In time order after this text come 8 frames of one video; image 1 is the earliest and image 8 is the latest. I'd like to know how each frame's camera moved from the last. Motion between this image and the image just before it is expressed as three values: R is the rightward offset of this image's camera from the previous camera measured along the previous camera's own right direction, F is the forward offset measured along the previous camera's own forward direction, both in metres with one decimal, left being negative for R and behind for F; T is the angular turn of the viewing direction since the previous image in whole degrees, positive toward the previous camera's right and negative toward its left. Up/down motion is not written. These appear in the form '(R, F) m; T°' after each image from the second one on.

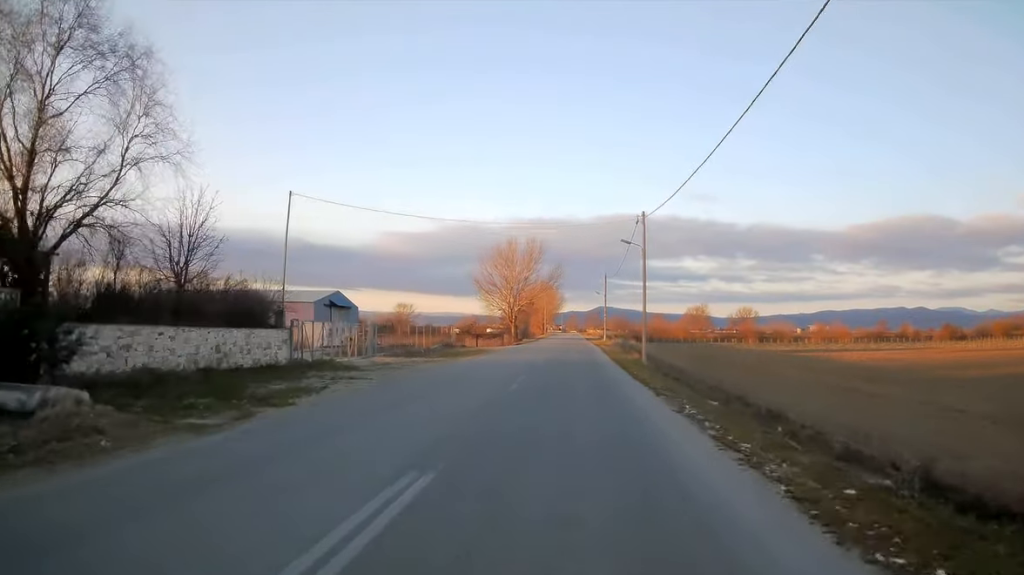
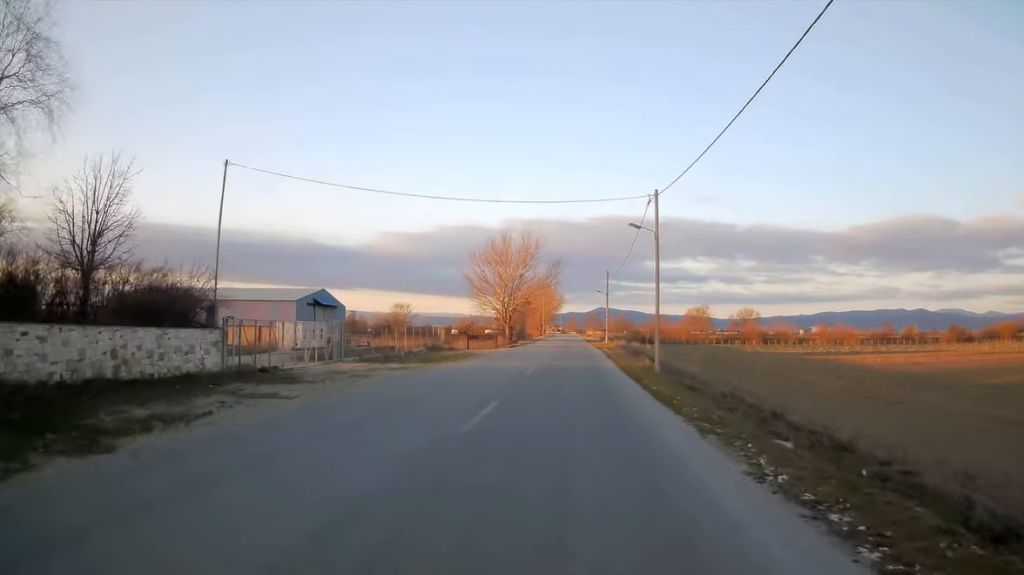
(0.0, +5.9) m; 0°
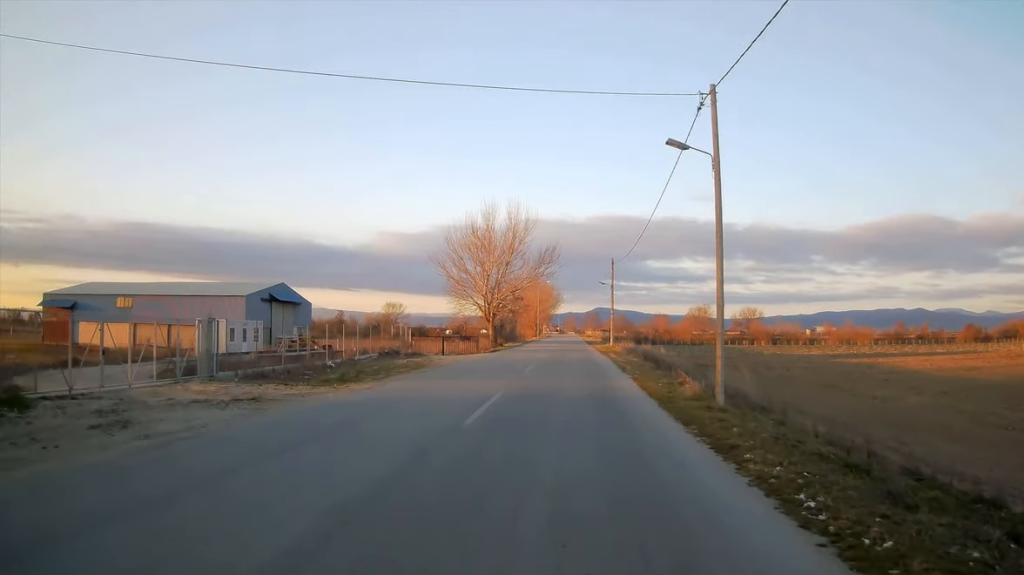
(-0.1, +13.5) m; 0°
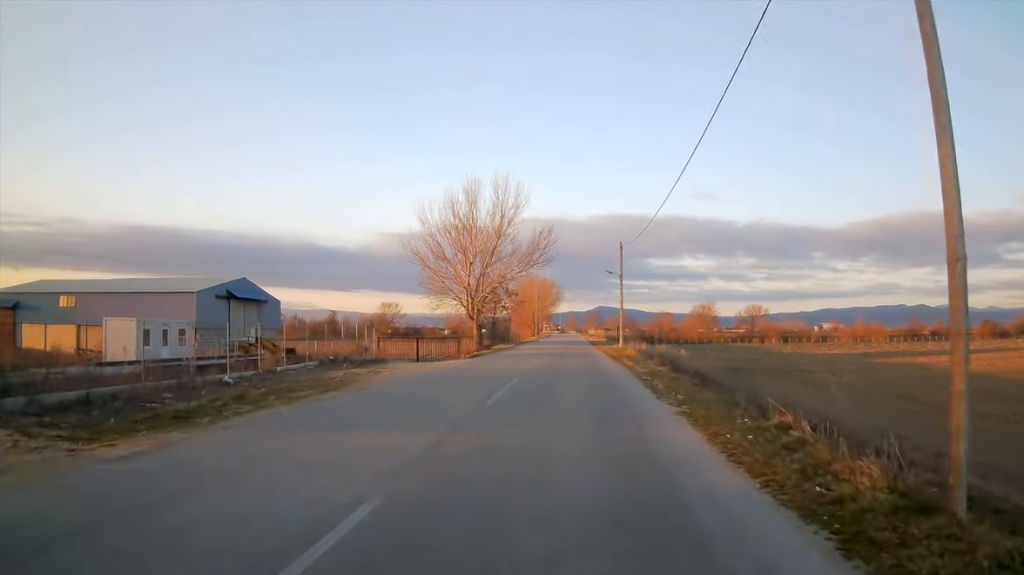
(0.0, +10.5) m; -1°
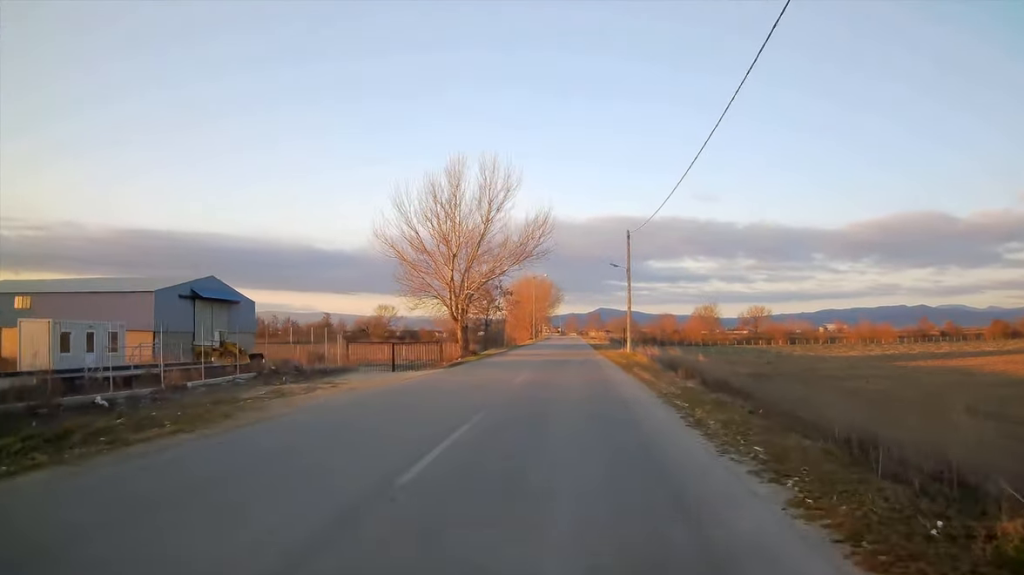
(-0.2, +6.7) m; 0°
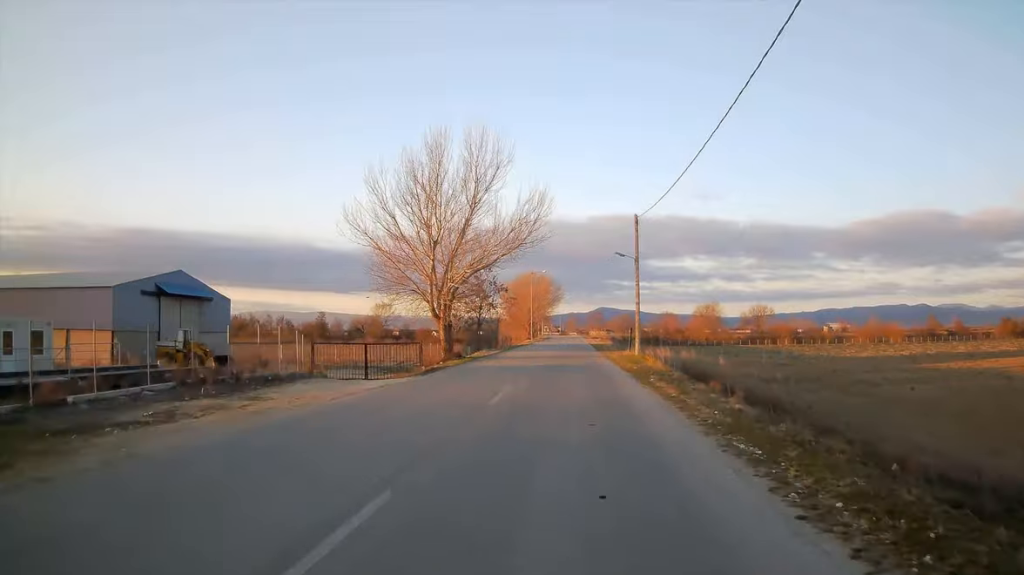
(+0.1, +5.6) m; 0°
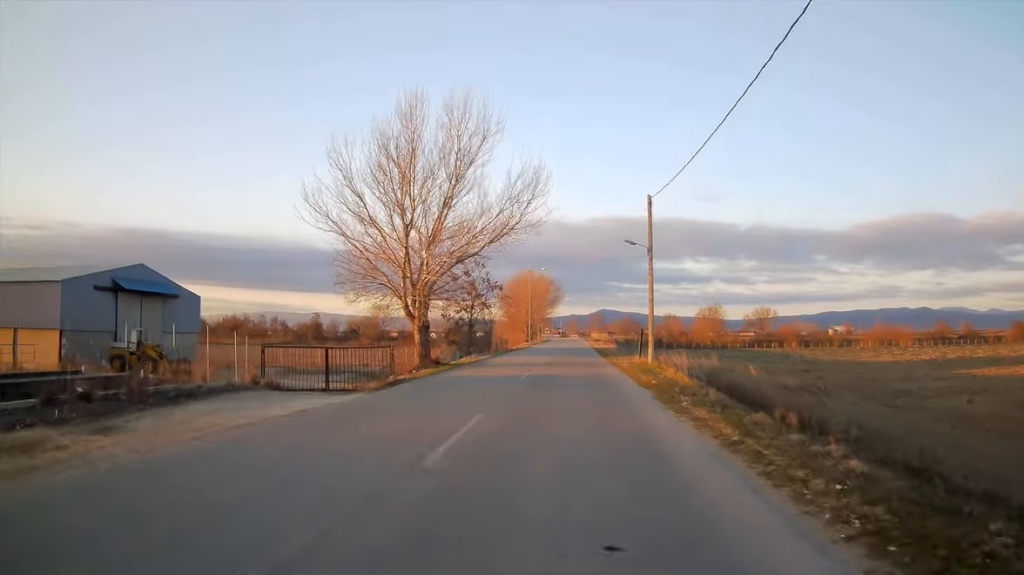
(+0.1, +6.0) m; 0°
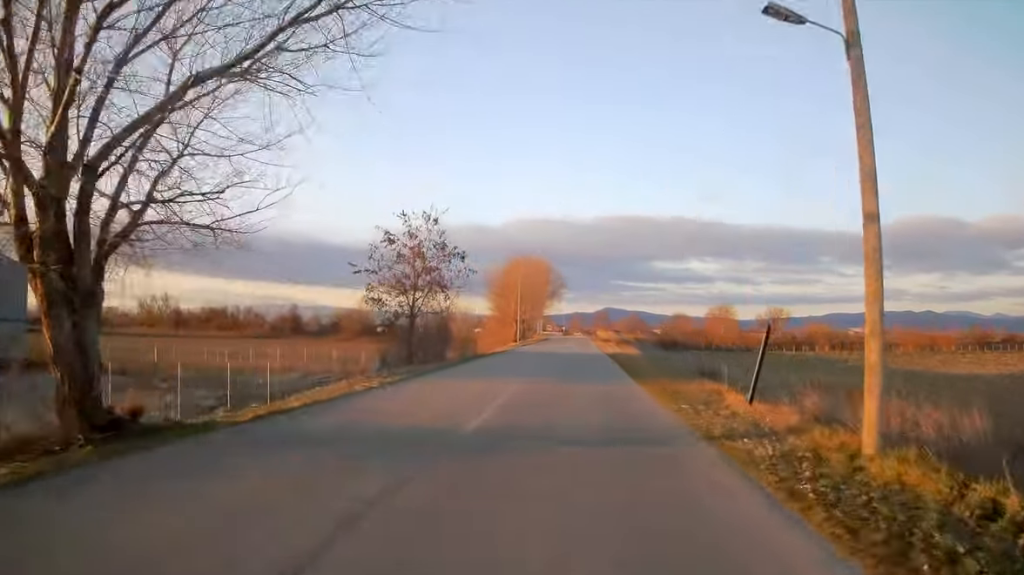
(0.0, +23.3) m; 0°
